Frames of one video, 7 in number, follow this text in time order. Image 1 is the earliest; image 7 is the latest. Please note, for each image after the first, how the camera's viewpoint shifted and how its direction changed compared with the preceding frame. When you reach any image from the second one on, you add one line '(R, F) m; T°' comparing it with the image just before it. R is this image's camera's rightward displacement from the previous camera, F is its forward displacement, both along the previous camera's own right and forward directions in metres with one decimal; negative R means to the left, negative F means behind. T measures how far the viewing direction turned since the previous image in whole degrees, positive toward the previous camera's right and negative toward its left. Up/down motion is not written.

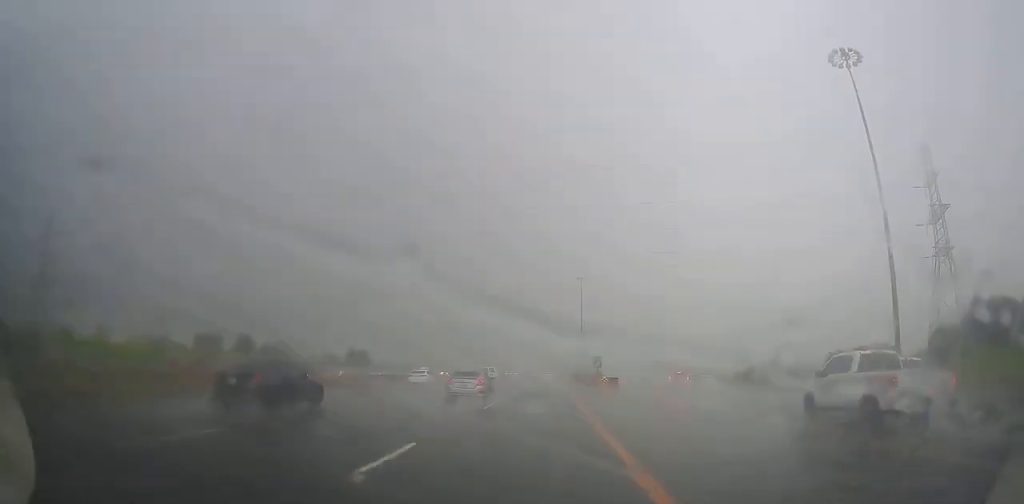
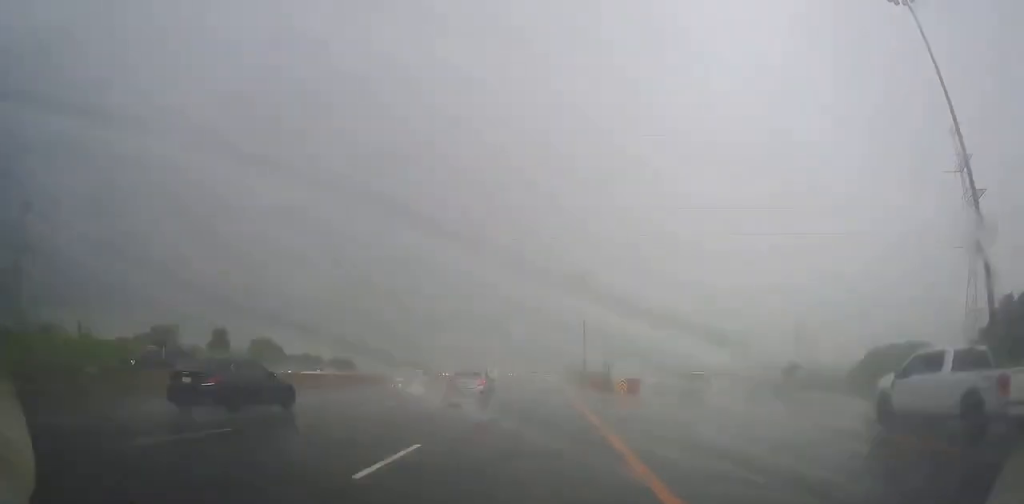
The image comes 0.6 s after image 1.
(-0.2, +12.5) m; 0°
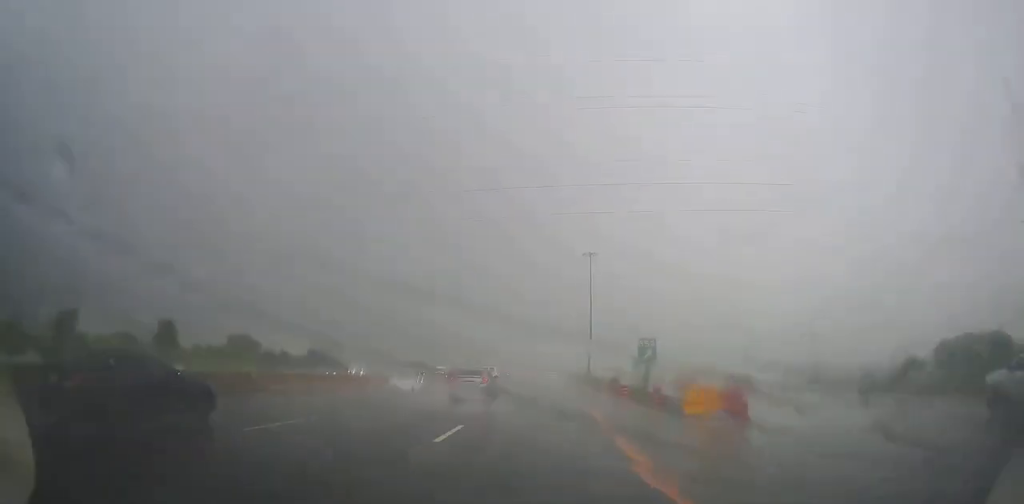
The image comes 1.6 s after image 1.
(-0.1, +20.5) m; 0°
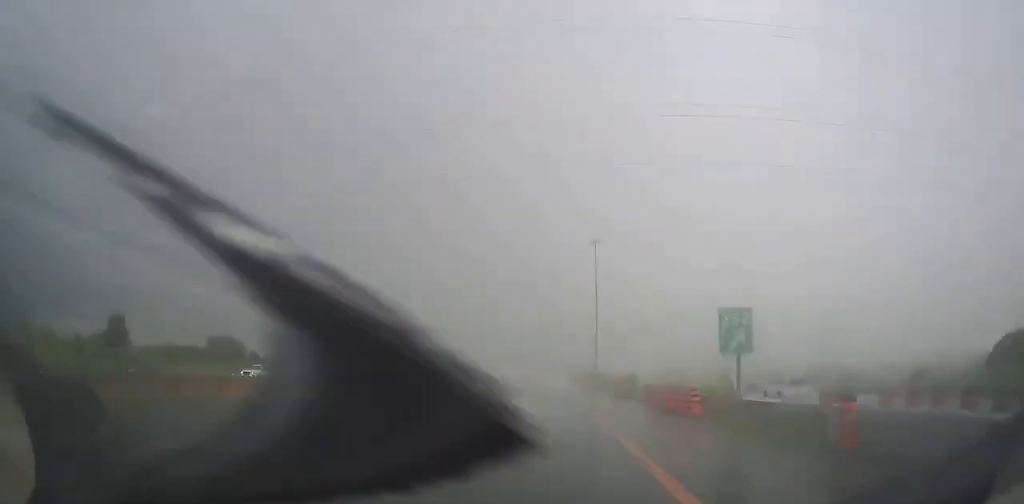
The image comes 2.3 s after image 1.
(+0.2, +15.9) m; +1°
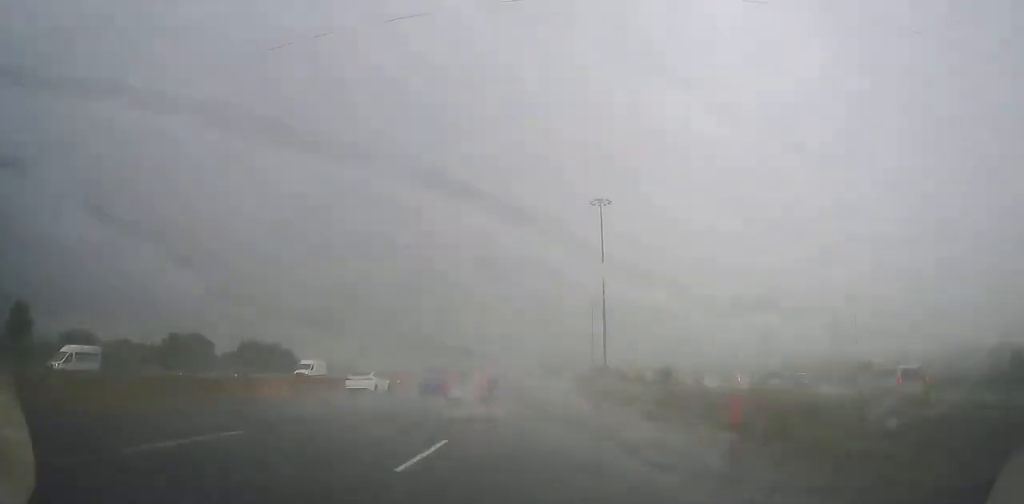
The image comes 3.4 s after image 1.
(-0.1, +23.6) m; 0°
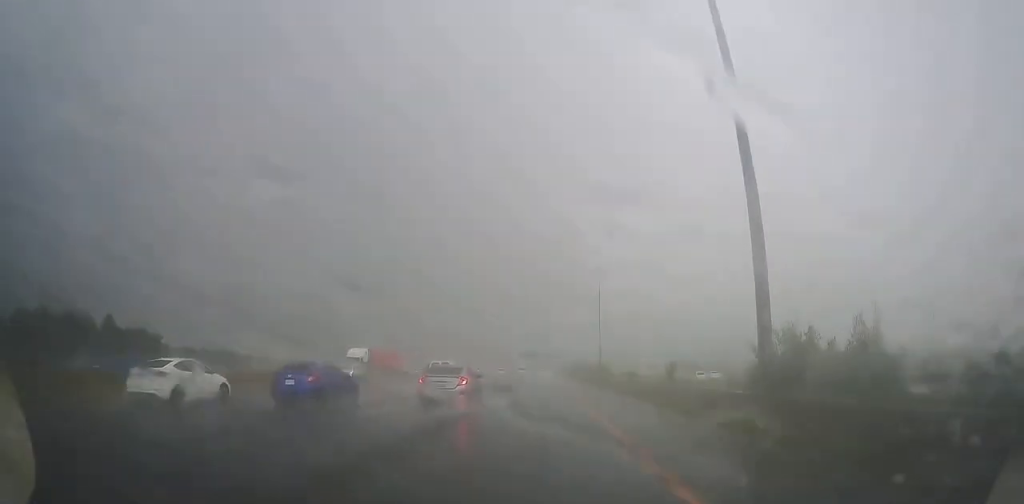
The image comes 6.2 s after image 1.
(+0.5, +67.1) m; +1°
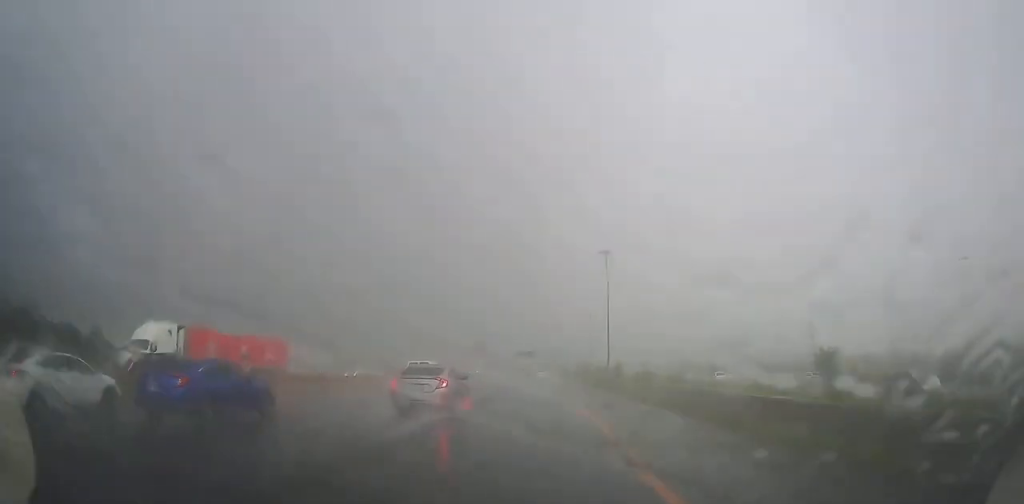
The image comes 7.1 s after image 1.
(+0.3, +21.8) m; +1°
